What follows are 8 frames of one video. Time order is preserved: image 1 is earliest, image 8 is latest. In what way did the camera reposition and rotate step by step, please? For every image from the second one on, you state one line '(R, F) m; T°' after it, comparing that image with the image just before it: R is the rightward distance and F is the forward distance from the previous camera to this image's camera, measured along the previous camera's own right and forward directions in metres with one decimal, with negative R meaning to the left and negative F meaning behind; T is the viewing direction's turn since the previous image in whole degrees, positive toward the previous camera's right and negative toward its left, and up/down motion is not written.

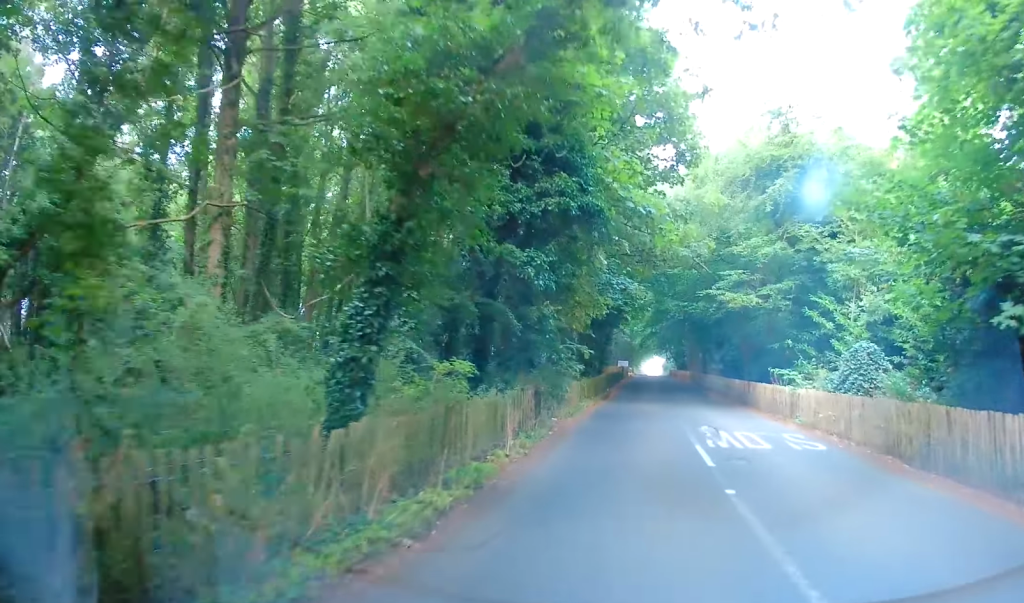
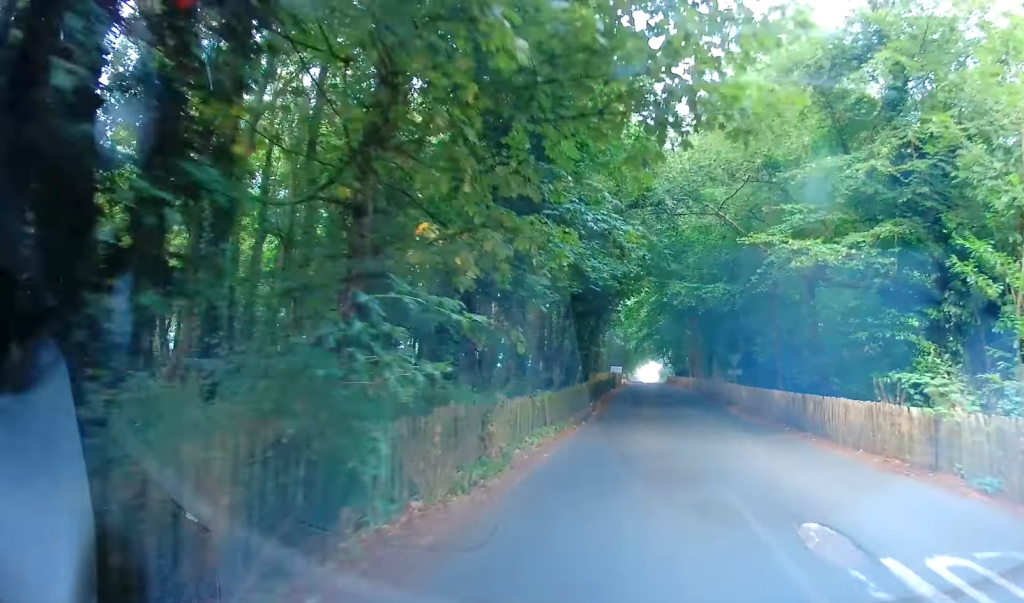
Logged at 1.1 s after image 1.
(+0.2, +9.1) m; +1°
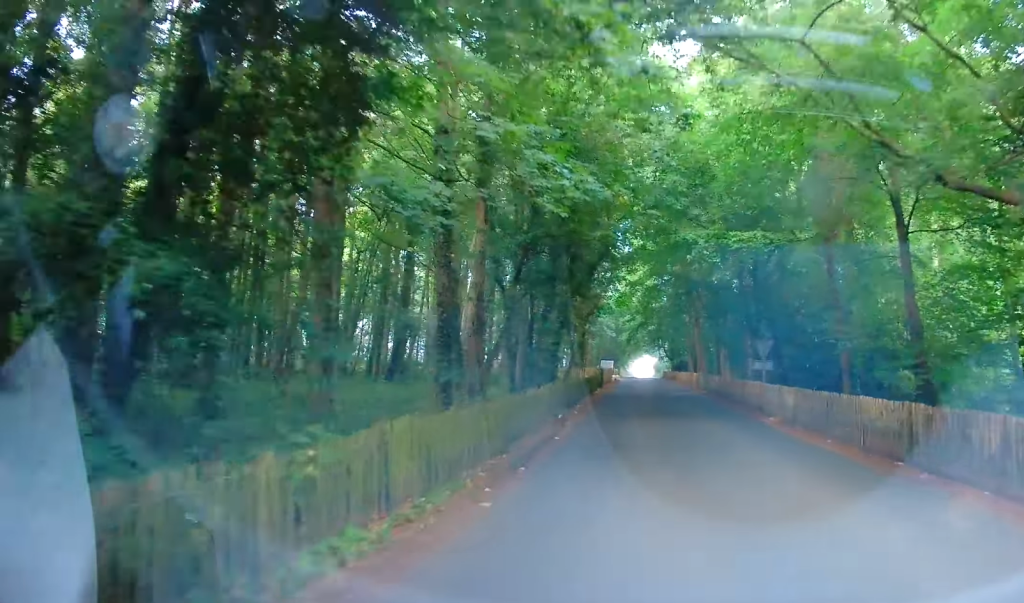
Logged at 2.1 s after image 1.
(0.0, +8.6) m; 0°
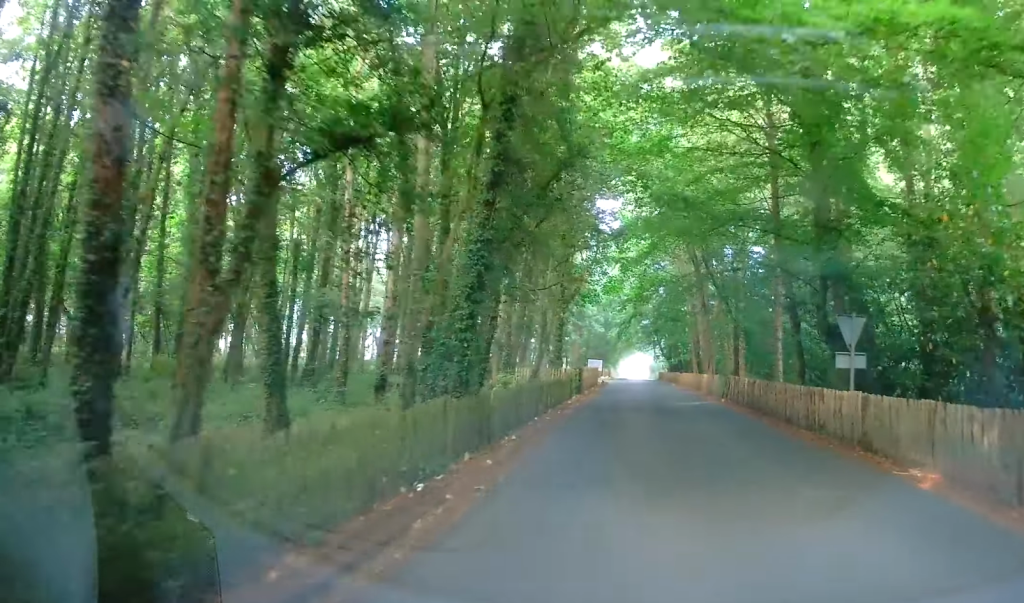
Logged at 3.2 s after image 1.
(-0.1, +10.1) m; 0°
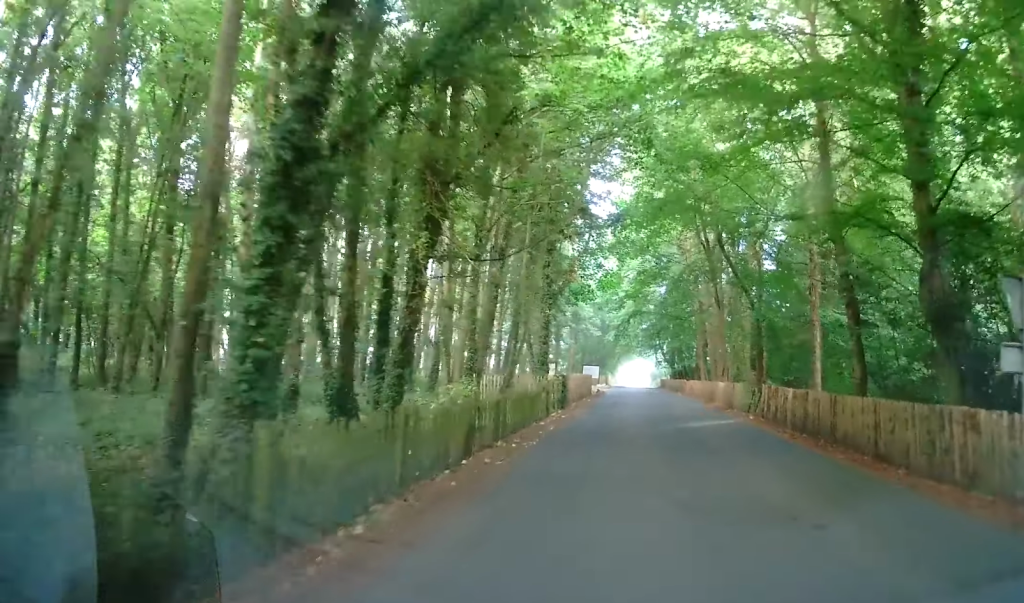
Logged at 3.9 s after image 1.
(0.0, +6.1) m; 0°
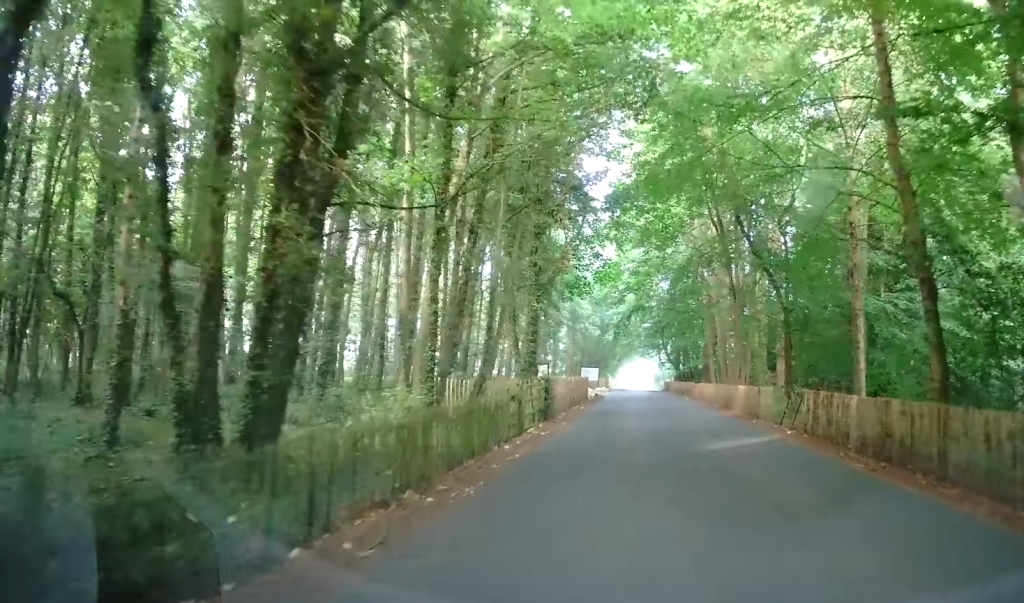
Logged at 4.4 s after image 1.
(0.0, +4.4) m; 0°
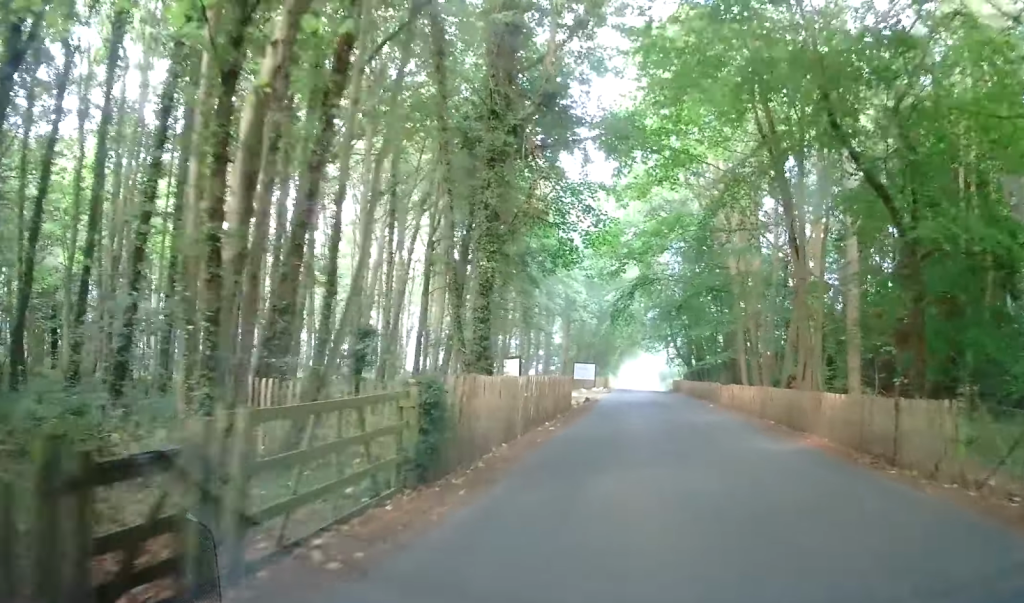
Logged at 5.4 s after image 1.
(0.0, +9.5) m; +1°
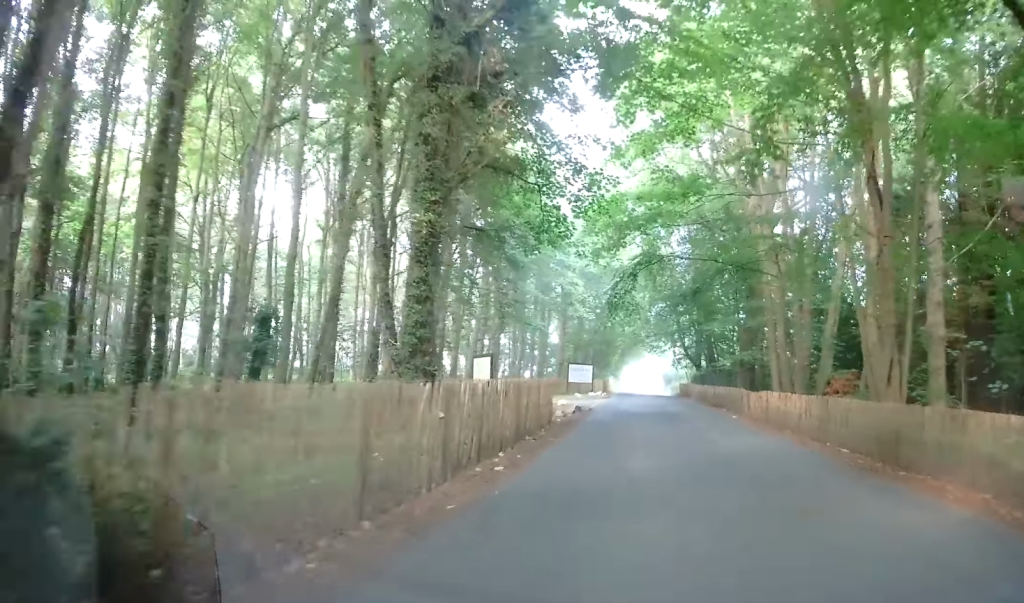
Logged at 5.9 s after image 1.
(0.0, +5.4) m; +1°
